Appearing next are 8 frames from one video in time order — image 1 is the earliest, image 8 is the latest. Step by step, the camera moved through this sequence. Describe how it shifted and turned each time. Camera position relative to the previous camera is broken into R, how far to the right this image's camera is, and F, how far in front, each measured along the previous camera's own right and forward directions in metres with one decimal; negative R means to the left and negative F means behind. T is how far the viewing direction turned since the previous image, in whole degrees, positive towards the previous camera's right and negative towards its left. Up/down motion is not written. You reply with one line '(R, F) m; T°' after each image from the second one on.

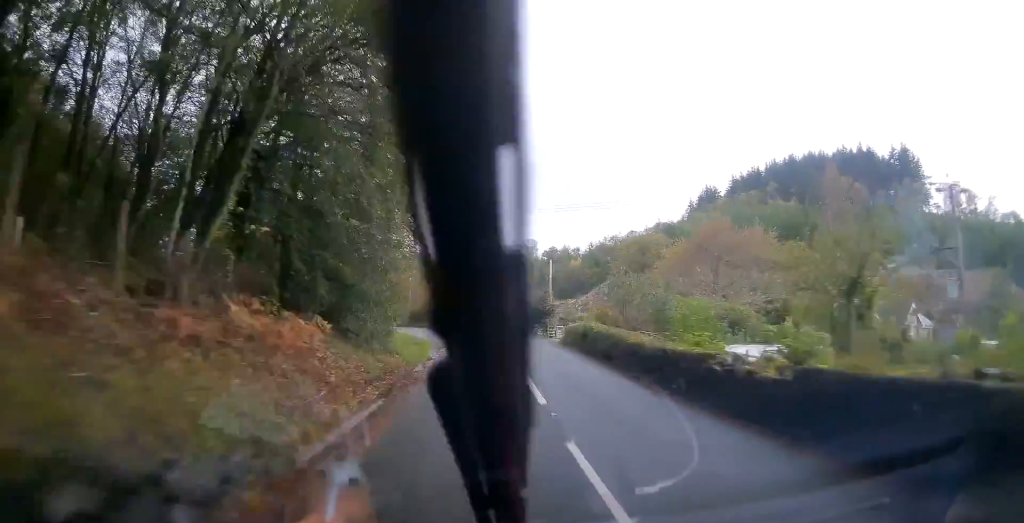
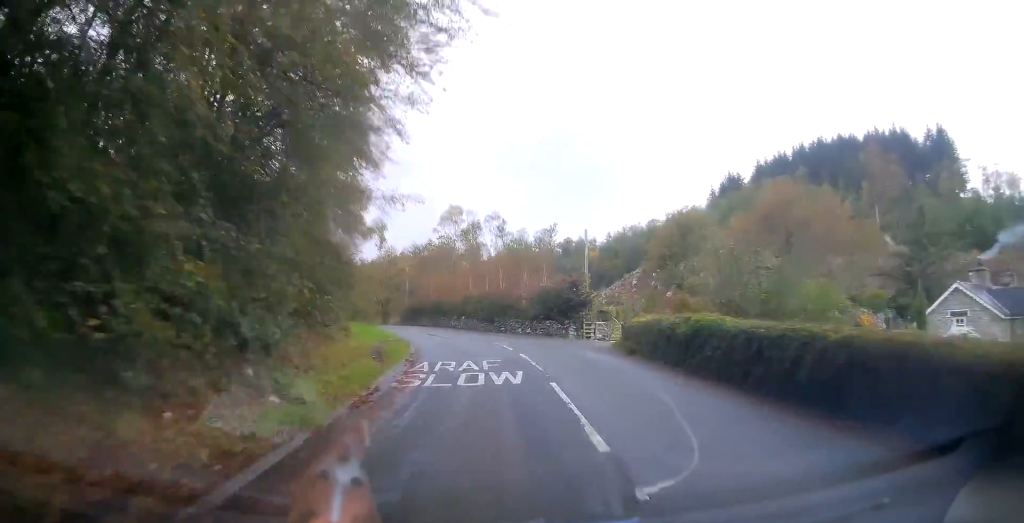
(-0.1, +13.0) m; -2°
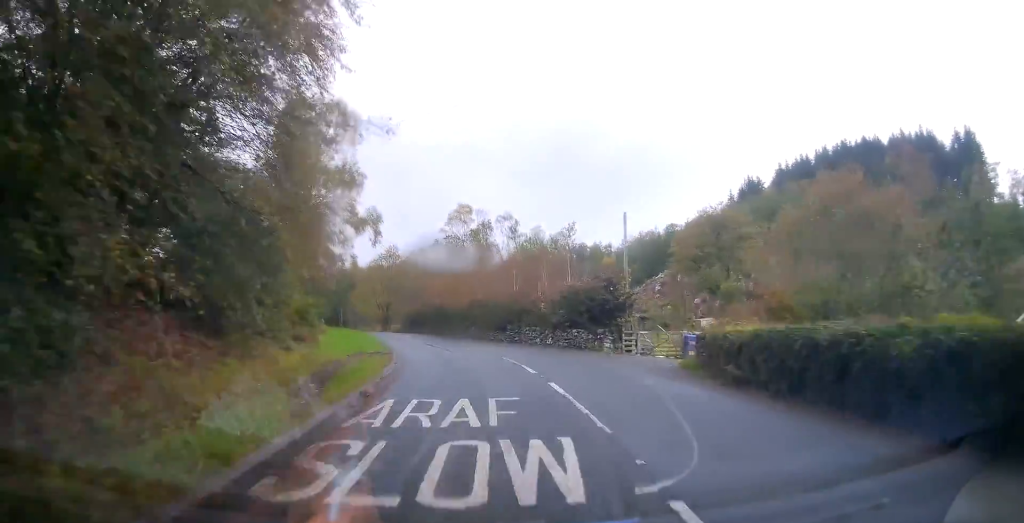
(+0.1, +7.4) m; -2°
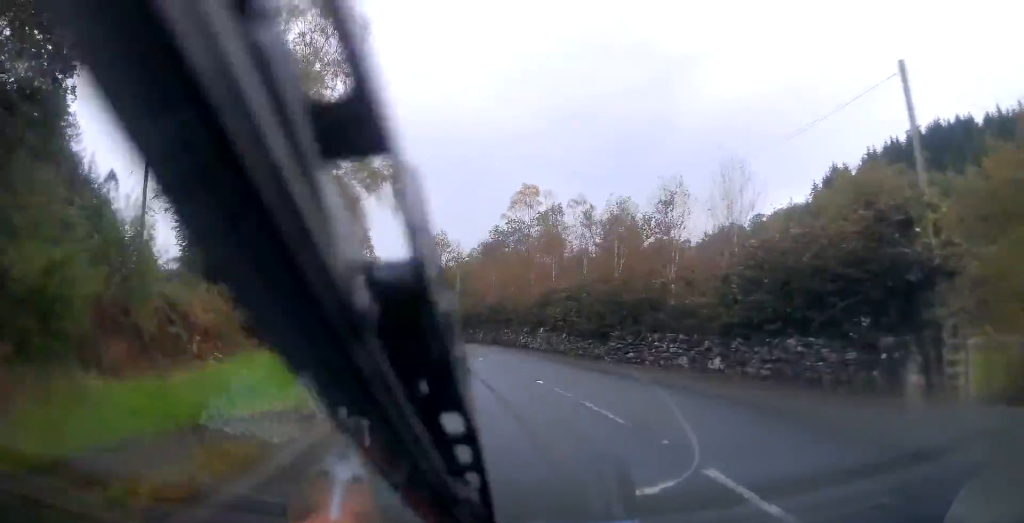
(-0.8, +16.0) m; -6°
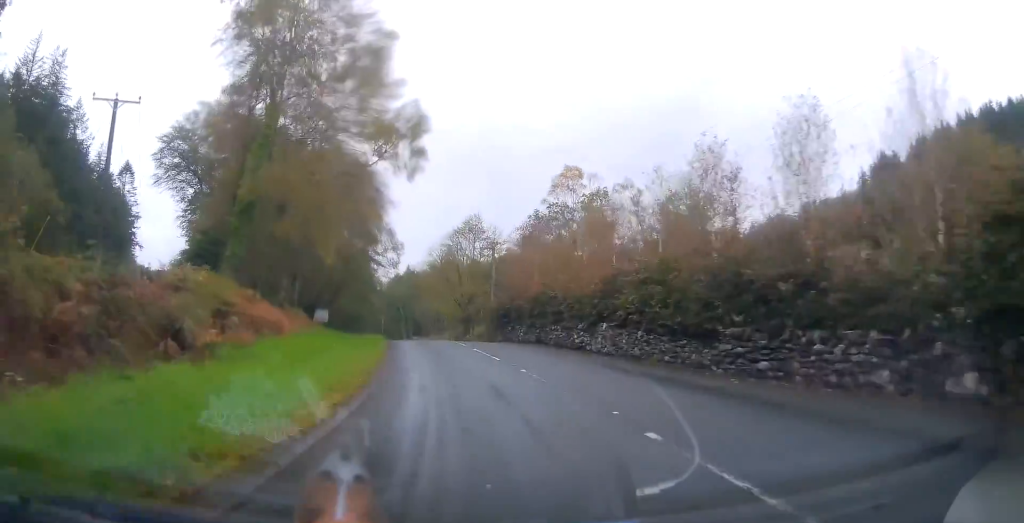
(-0.2, +7.2) m; -3°
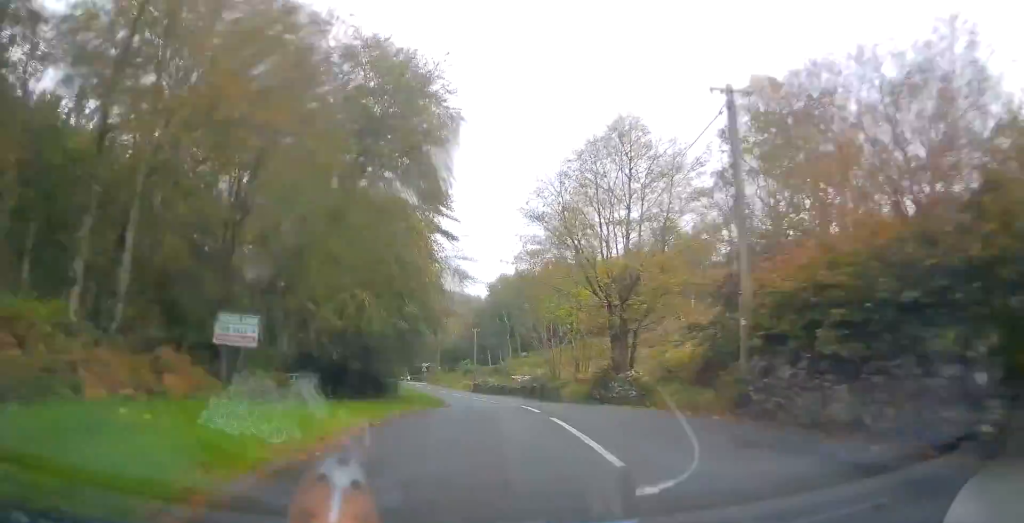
(-2.9, +29.4) m; -8°
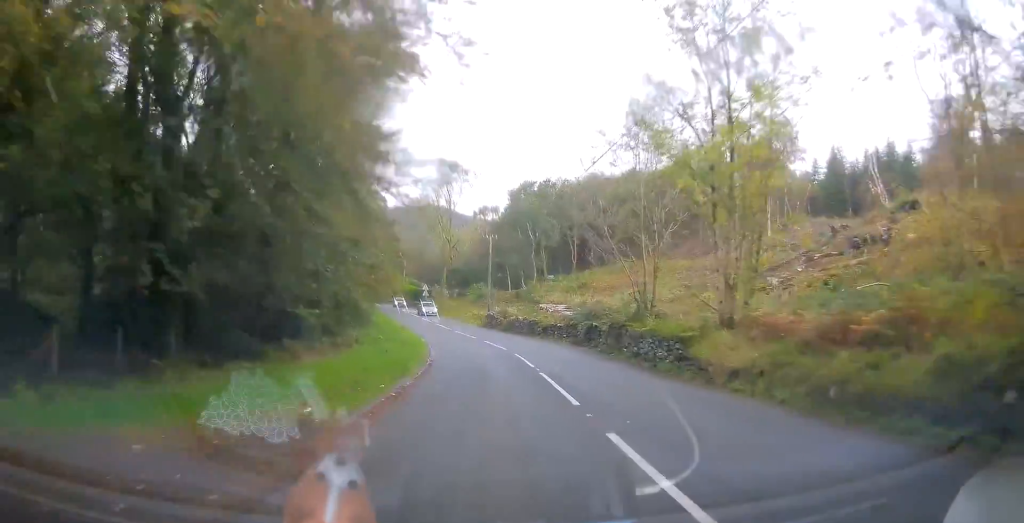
(-0.3, +22.9) m; -3°
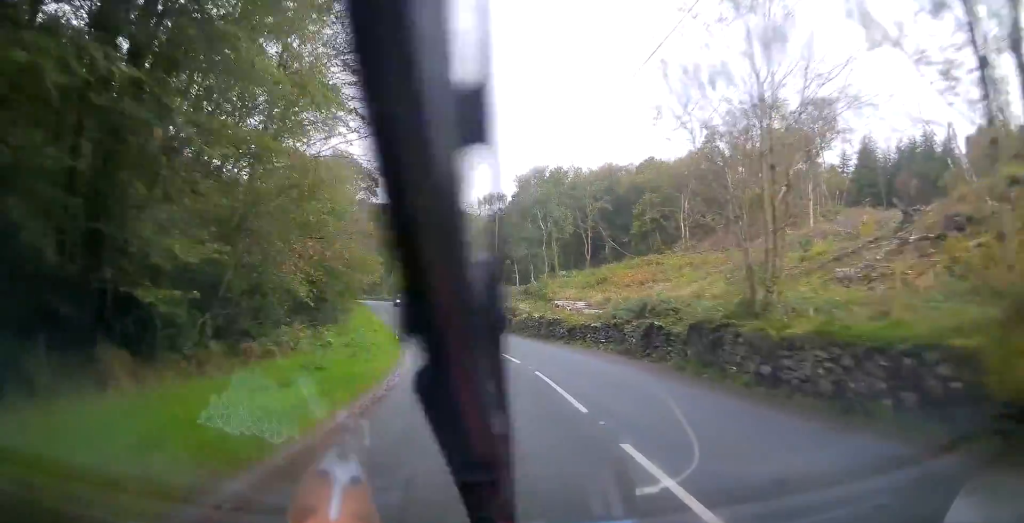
(-0.3, +9.7) m; -3°
